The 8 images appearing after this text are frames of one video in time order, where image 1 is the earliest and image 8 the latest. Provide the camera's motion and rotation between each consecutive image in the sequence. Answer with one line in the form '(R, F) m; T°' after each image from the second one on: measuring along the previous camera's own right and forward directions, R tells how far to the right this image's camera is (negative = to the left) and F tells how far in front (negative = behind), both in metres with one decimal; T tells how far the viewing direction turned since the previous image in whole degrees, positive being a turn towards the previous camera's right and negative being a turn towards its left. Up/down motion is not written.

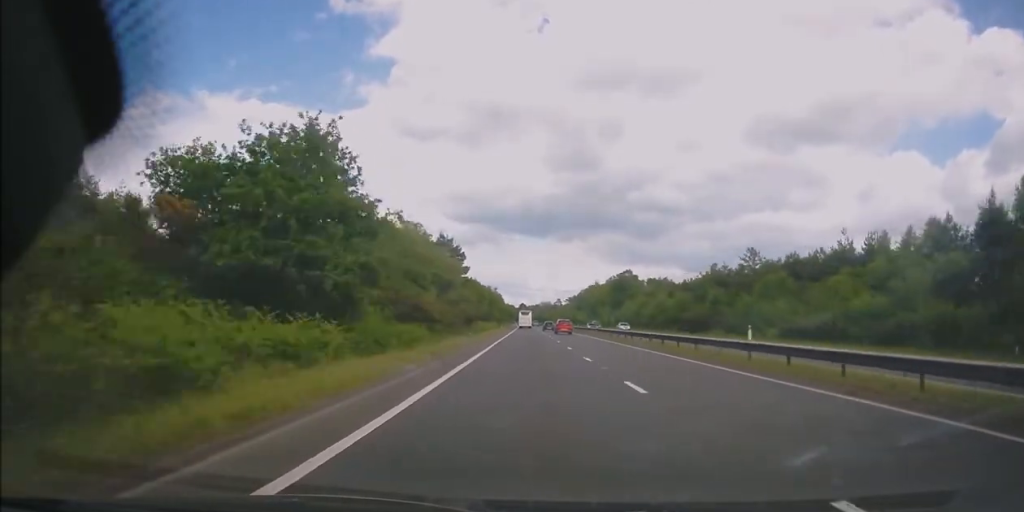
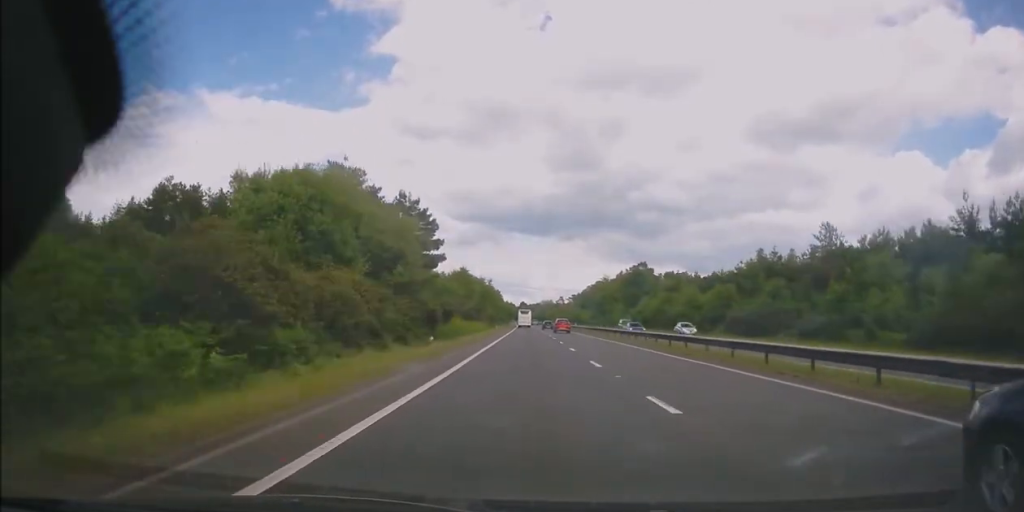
(0.0, +20.8) m; 0°
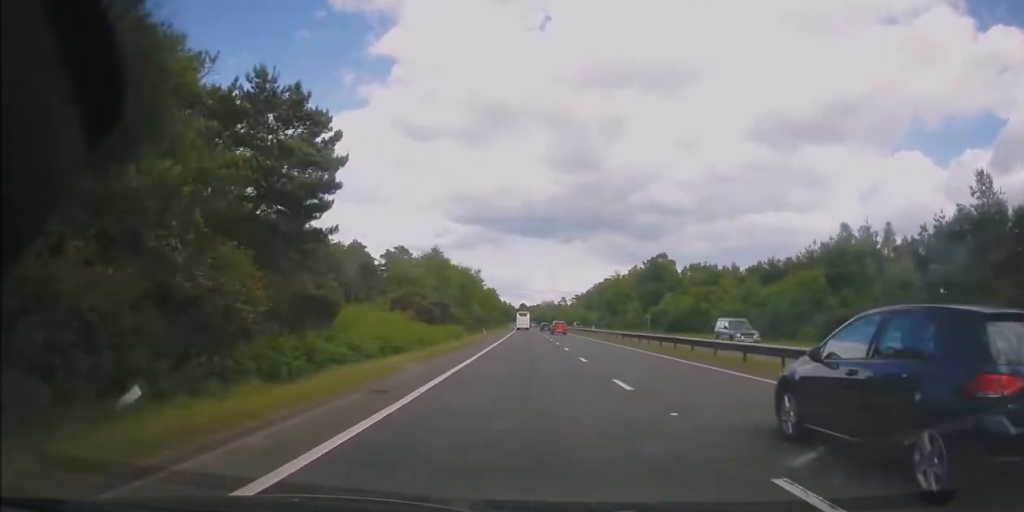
(0.0, +23.8) m; 0°
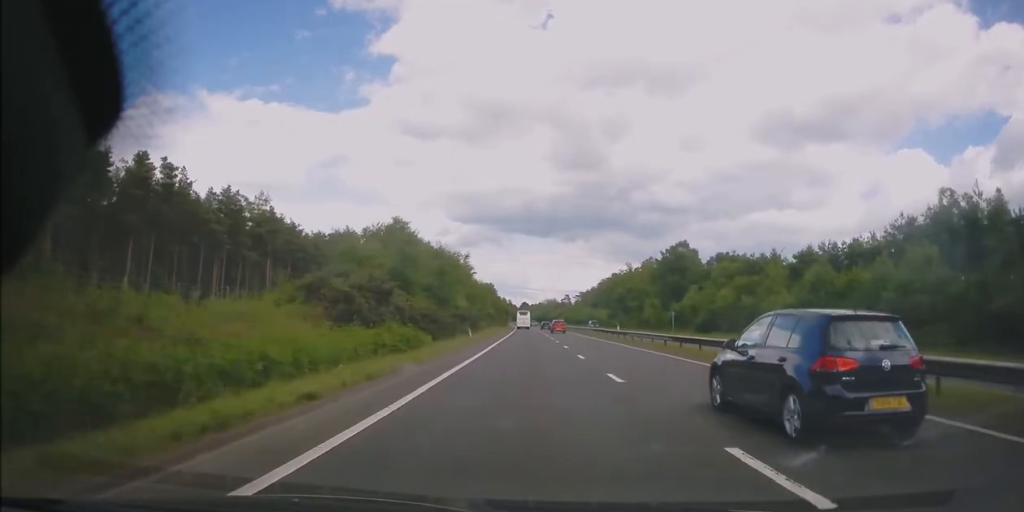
(0.0, +16.9) m; 0°
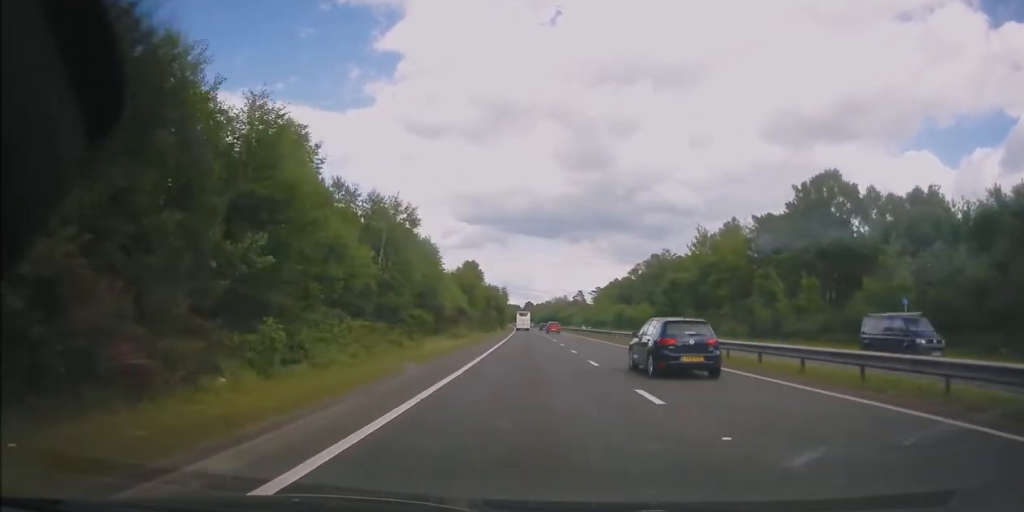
(-0.1, +57.5) m; 0°
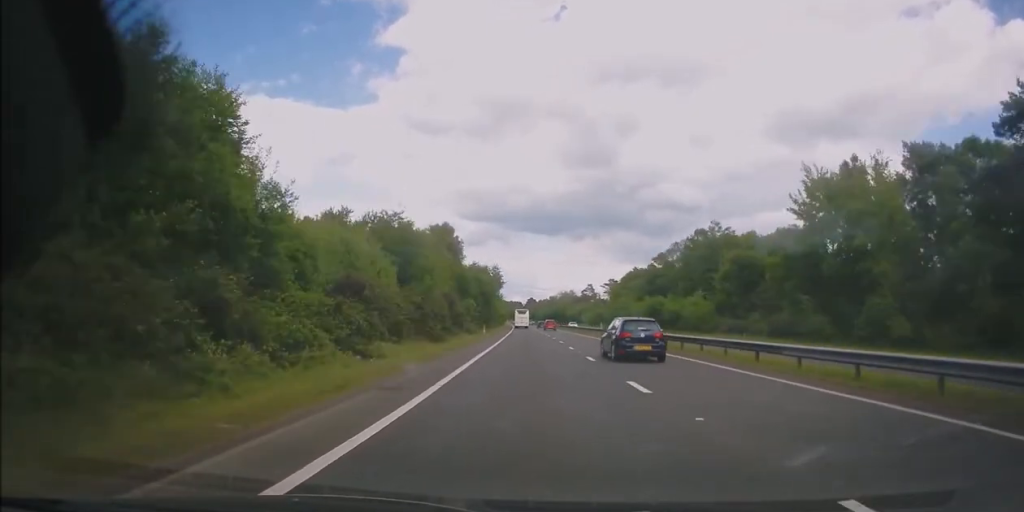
(0.0, +34.7) m; -1°
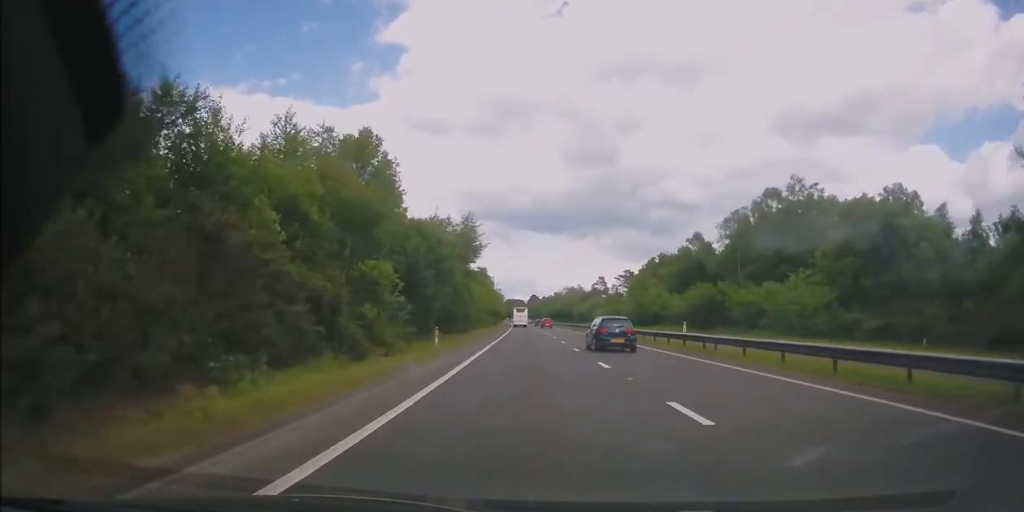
(-0.4, +30.8) m; 0°
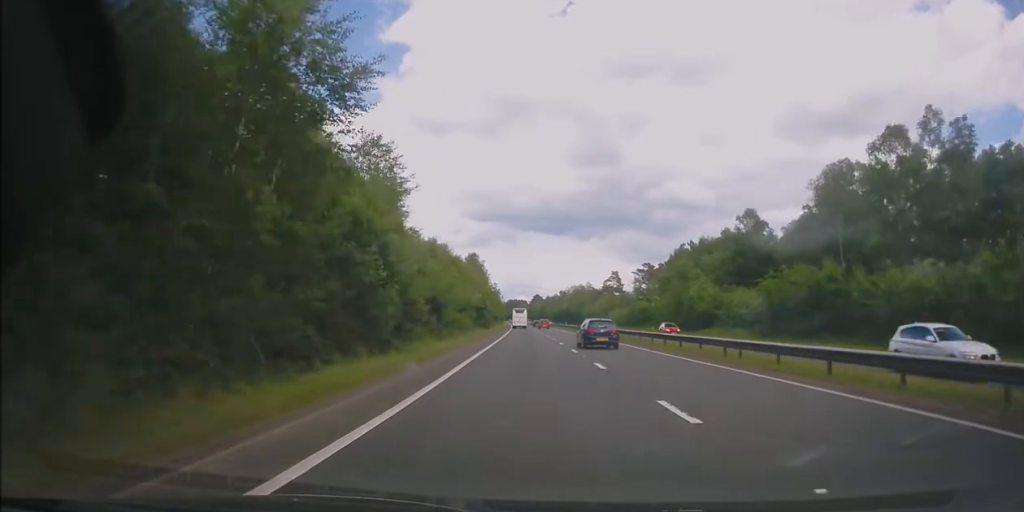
(+0.1, +26.8) m; +1°
